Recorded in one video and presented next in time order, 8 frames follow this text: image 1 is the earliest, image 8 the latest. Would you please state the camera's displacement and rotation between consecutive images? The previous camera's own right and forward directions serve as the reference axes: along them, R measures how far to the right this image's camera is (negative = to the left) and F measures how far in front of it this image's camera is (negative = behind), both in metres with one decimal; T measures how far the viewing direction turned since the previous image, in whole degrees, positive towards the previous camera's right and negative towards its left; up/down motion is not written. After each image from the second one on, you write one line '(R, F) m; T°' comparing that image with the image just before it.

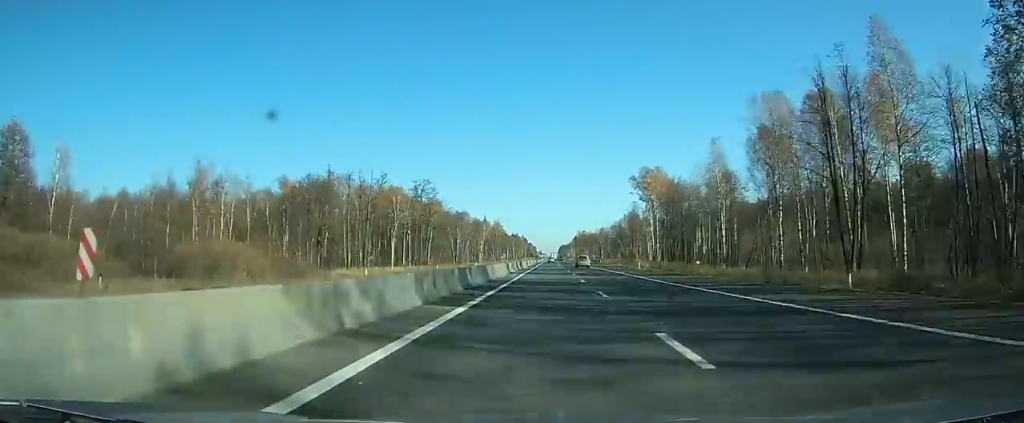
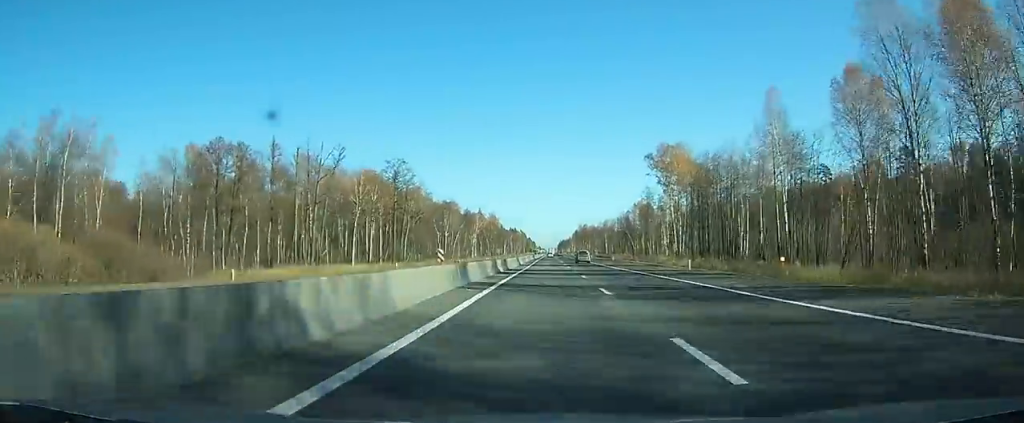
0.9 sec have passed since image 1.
(0.0, +24.2) m; 0°
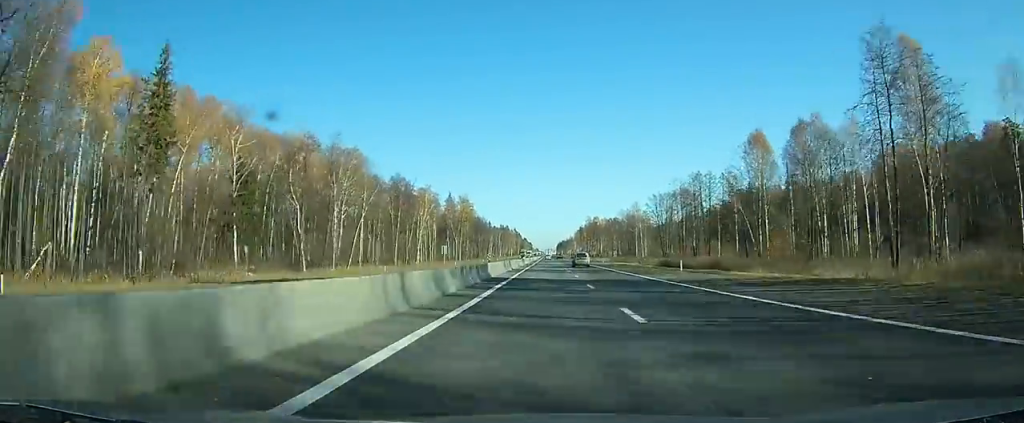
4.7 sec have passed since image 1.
(+0.3, +98.3) m; 0°
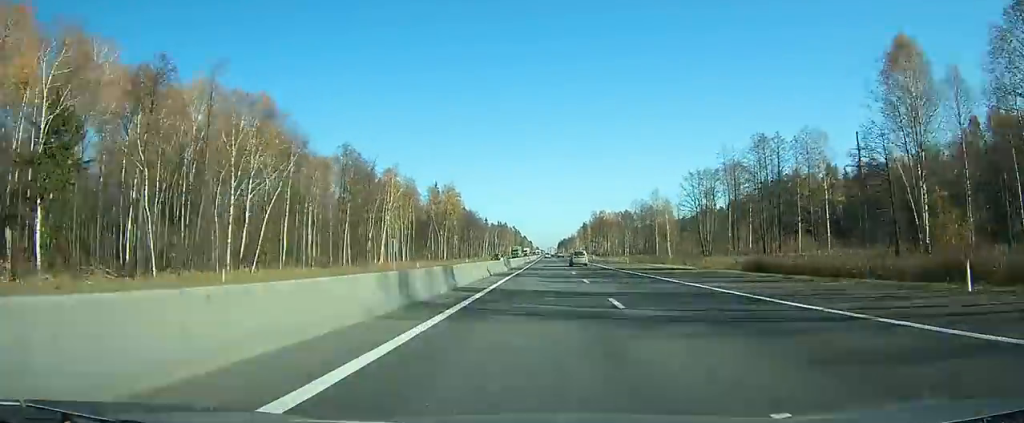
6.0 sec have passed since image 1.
(-0.1, +35.2) m; 0°
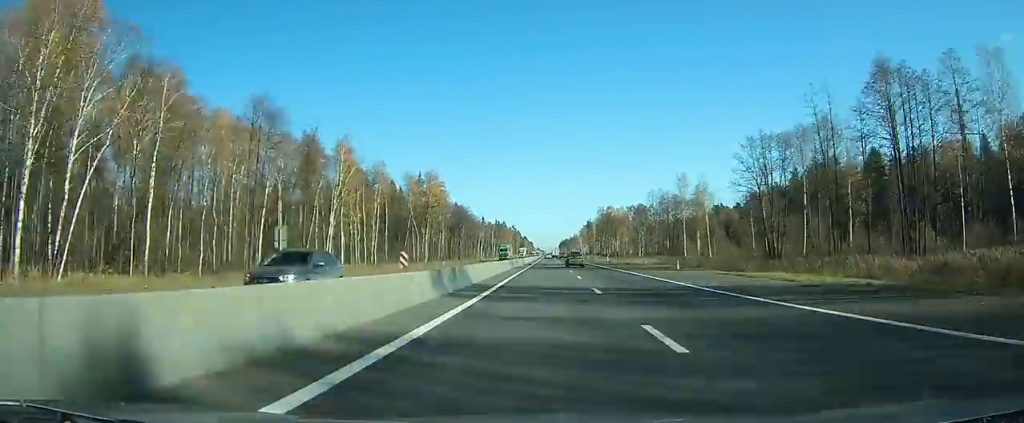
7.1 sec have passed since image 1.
(0.0, +31.4) m; 0°
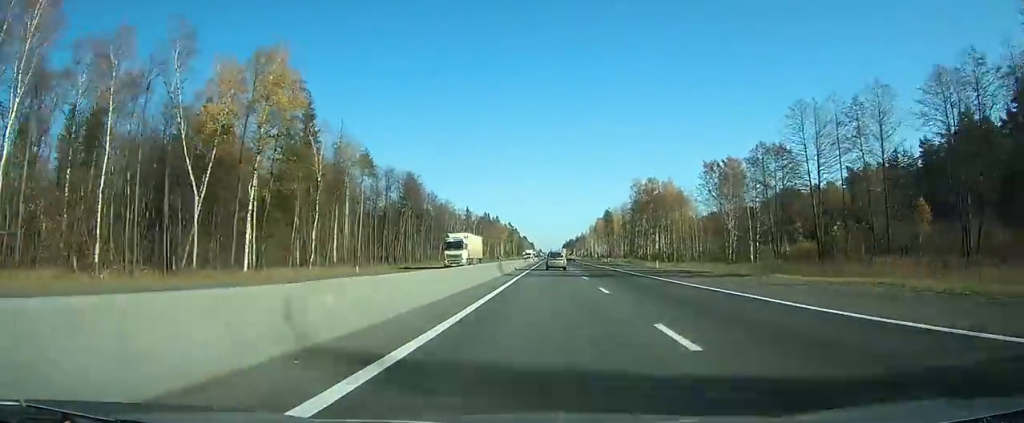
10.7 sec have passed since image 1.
(+0.1, +96.4) m; 0°
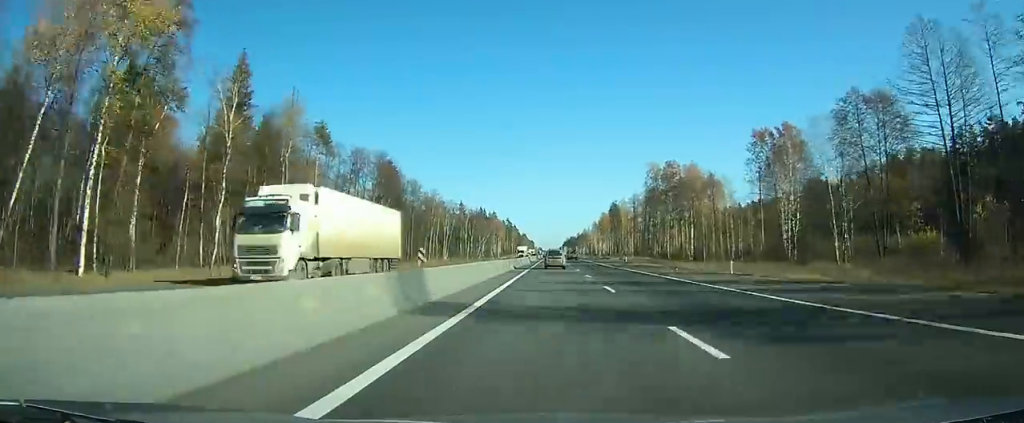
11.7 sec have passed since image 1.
(0.0, +23.7) m; 0°
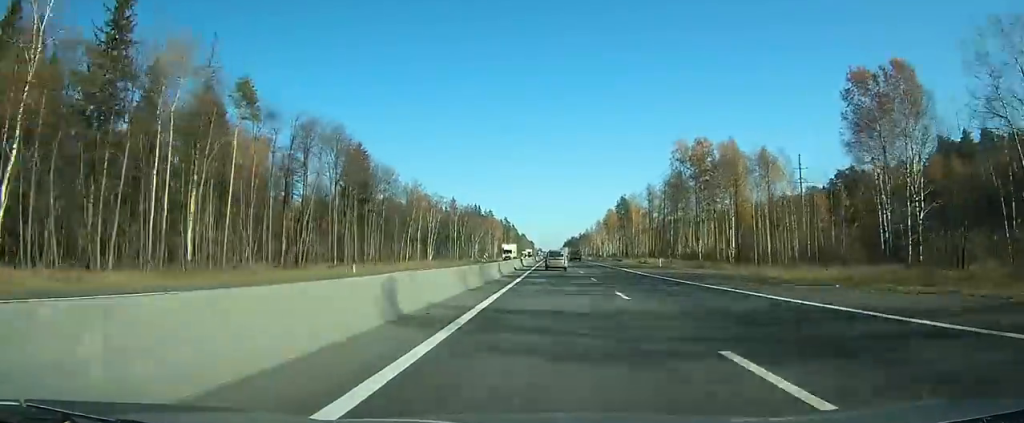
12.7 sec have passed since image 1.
(0.0, +25.3) m; 0°
